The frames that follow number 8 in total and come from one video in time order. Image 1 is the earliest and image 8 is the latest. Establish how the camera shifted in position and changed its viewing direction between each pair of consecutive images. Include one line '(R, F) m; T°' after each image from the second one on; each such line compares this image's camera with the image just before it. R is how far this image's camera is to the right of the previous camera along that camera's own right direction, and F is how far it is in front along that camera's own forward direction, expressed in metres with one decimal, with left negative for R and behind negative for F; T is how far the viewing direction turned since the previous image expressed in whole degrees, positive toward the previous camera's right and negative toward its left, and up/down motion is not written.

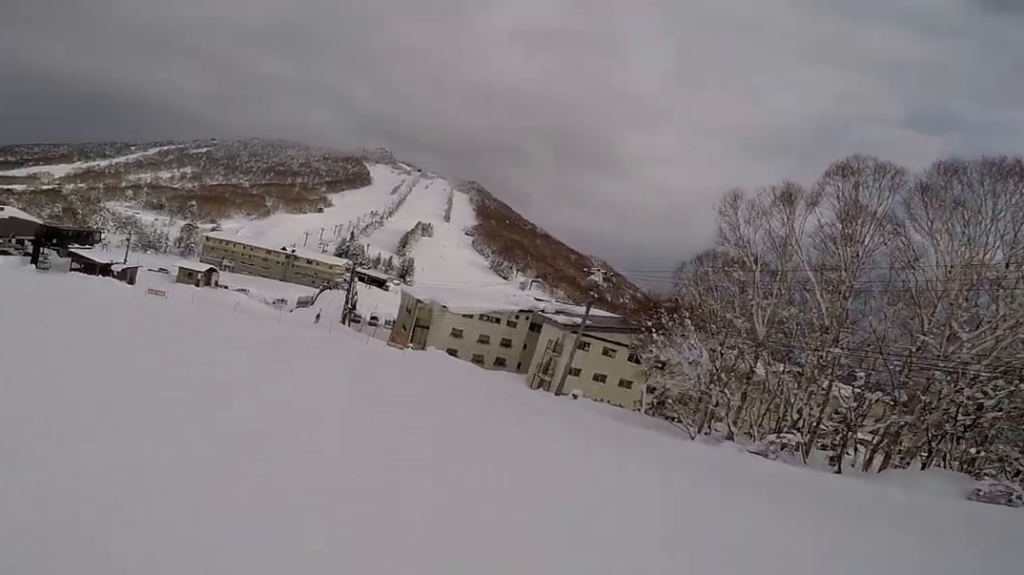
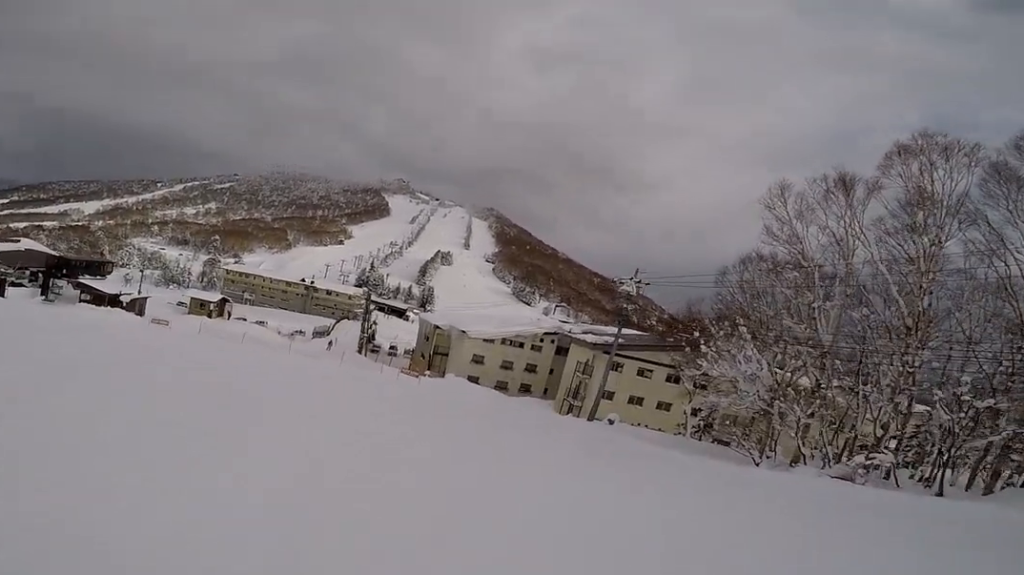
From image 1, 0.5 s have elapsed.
(-0.6, +2.7) m; -3°
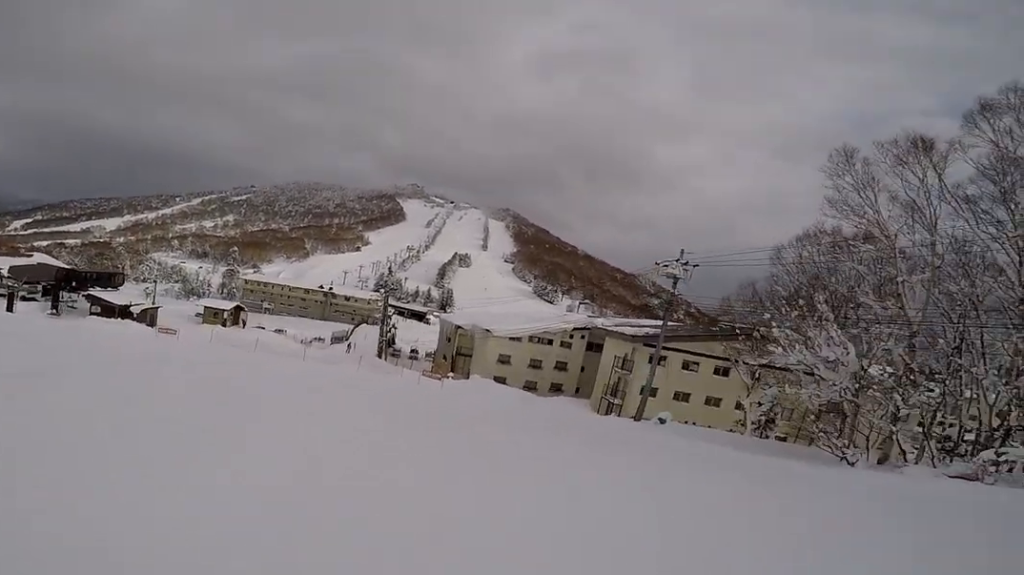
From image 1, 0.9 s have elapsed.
(+0.1, +2.8) m; -1°
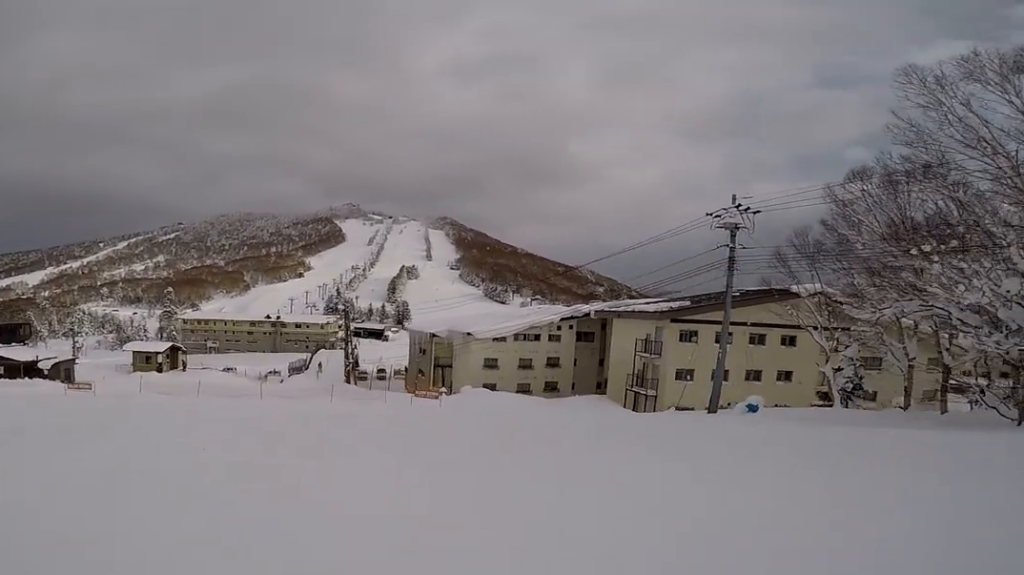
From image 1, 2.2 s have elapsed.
(+0.3, +7.8) m; +9°
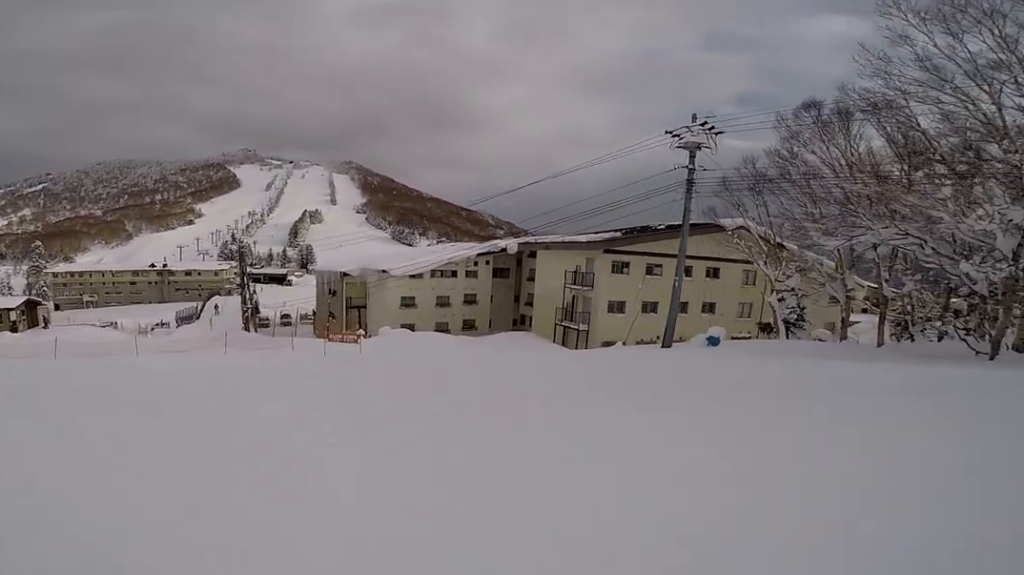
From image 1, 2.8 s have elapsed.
(-0.2, +3.8) m; +9°
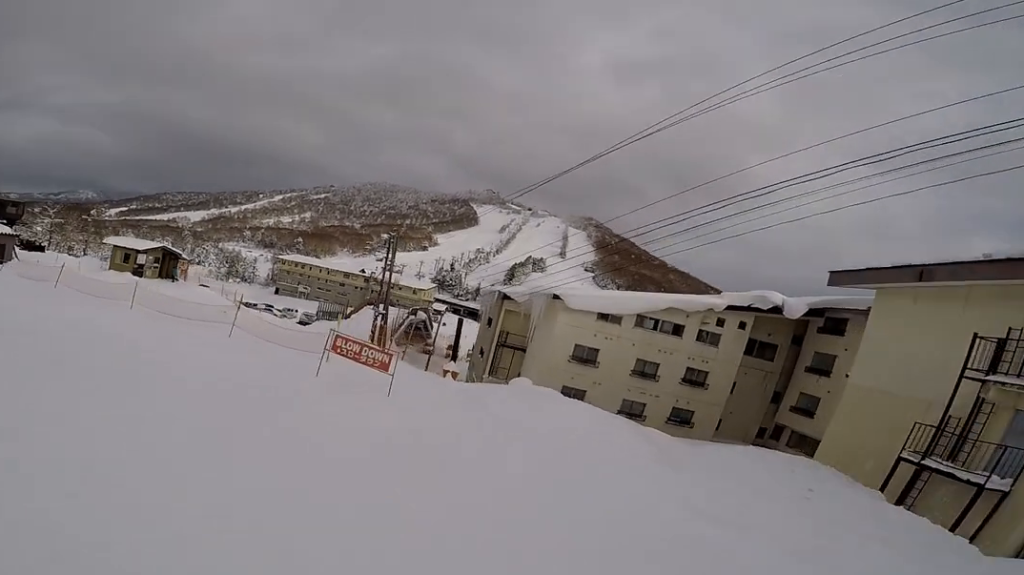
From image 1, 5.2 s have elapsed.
(-0.1, +14.6) m; -25°
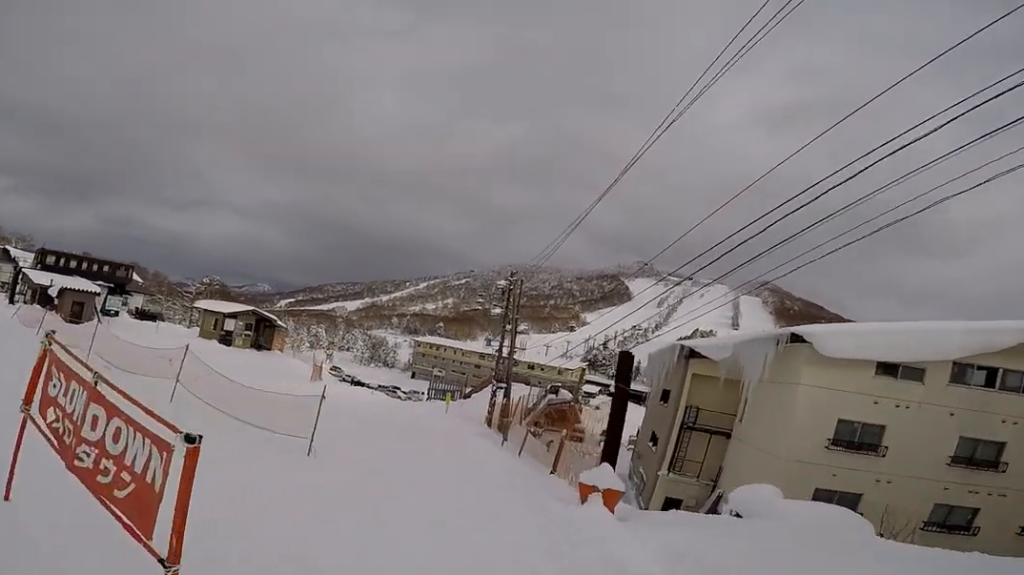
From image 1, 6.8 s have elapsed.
(-1.9, +10.0) m; -21°
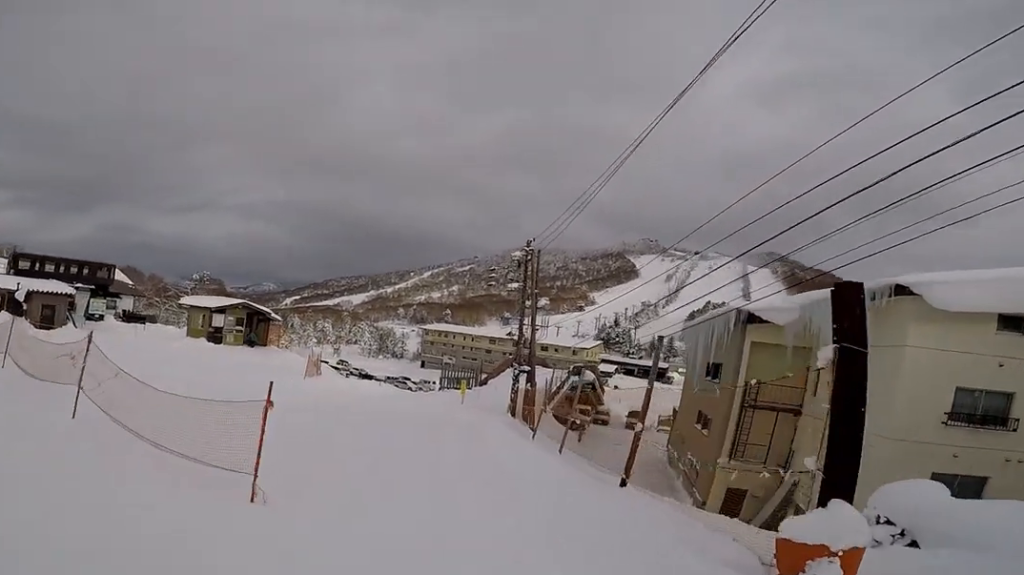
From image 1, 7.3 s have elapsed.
(-0.7, +3.5) m; 0°
